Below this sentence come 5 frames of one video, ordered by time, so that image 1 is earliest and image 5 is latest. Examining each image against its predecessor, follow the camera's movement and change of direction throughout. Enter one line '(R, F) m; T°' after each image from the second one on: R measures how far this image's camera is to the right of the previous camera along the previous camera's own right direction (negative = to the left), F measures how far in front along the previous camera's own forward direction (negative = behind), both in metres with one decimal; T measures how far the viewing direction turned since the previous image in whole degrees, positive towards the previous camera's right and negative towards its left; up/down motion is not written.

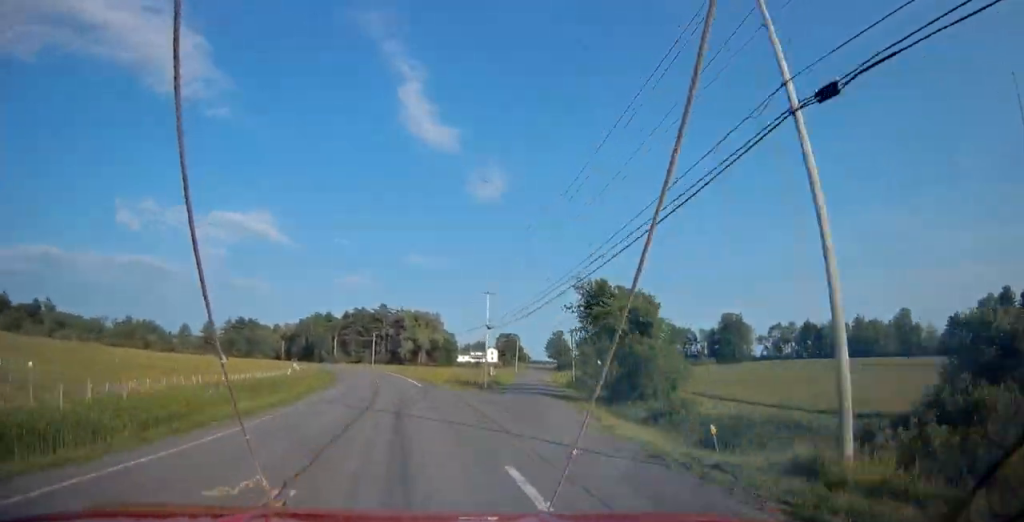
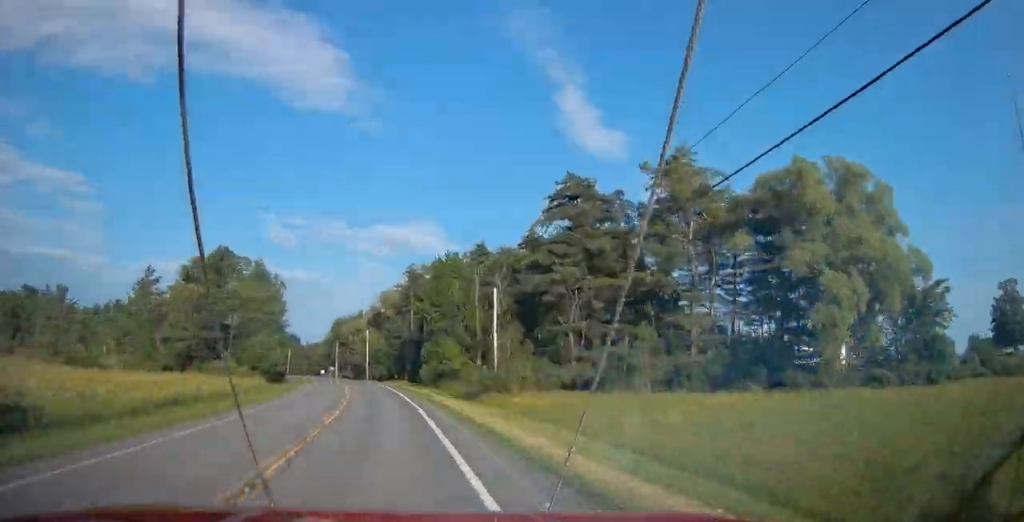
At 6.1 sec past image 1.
(-18.4, +157.0) m; -17°
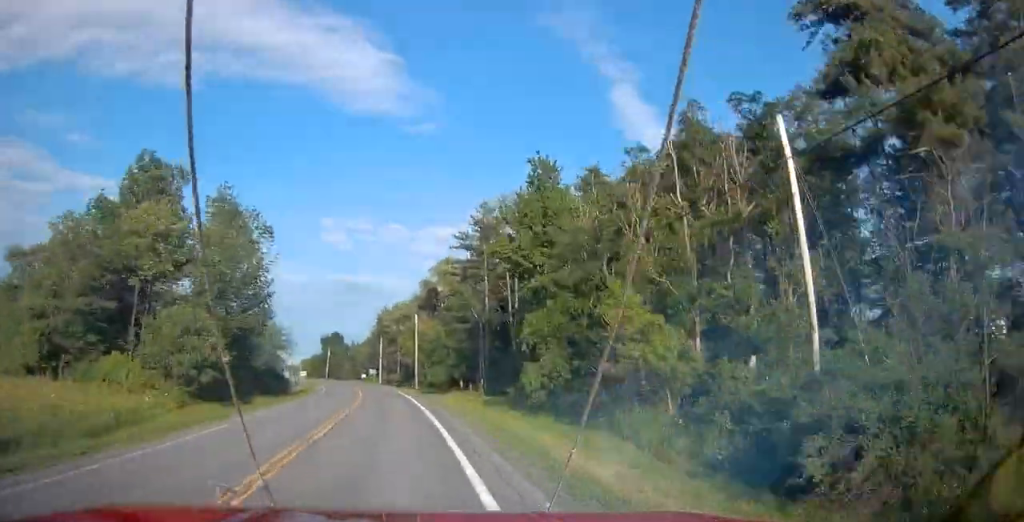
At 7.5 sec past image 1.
(0.0, +37.0) m; -5°
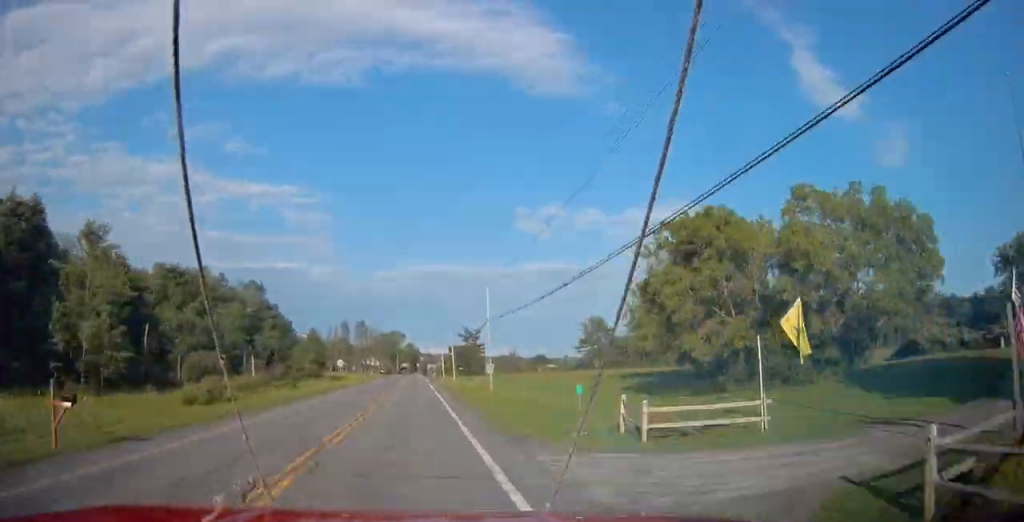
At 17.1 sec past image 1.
(-60.9, +249.5) m; -20°
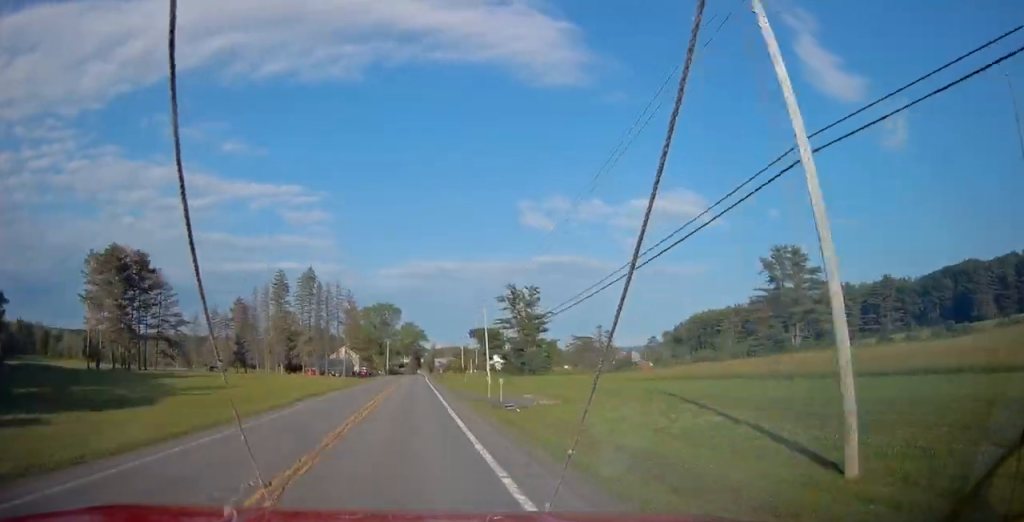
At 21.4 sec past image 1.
(-1.2, +107.3) m; -1°
